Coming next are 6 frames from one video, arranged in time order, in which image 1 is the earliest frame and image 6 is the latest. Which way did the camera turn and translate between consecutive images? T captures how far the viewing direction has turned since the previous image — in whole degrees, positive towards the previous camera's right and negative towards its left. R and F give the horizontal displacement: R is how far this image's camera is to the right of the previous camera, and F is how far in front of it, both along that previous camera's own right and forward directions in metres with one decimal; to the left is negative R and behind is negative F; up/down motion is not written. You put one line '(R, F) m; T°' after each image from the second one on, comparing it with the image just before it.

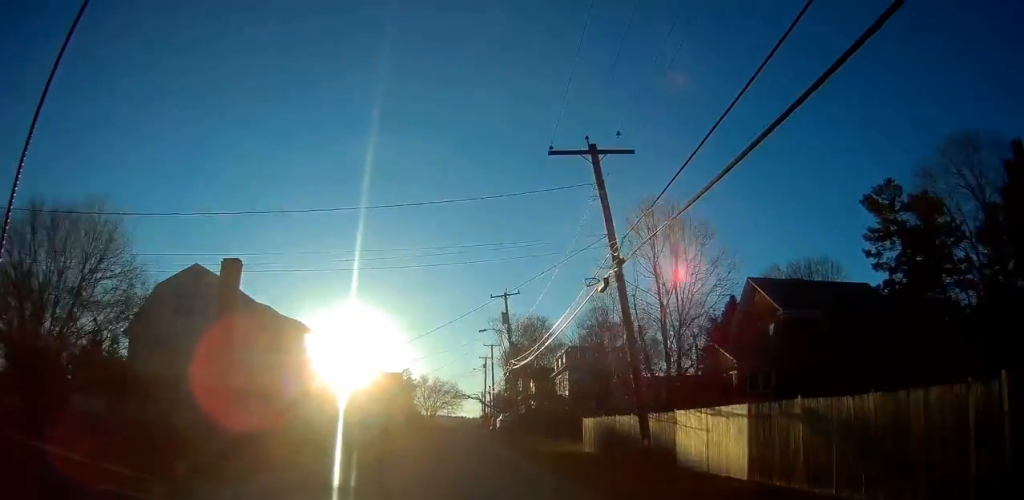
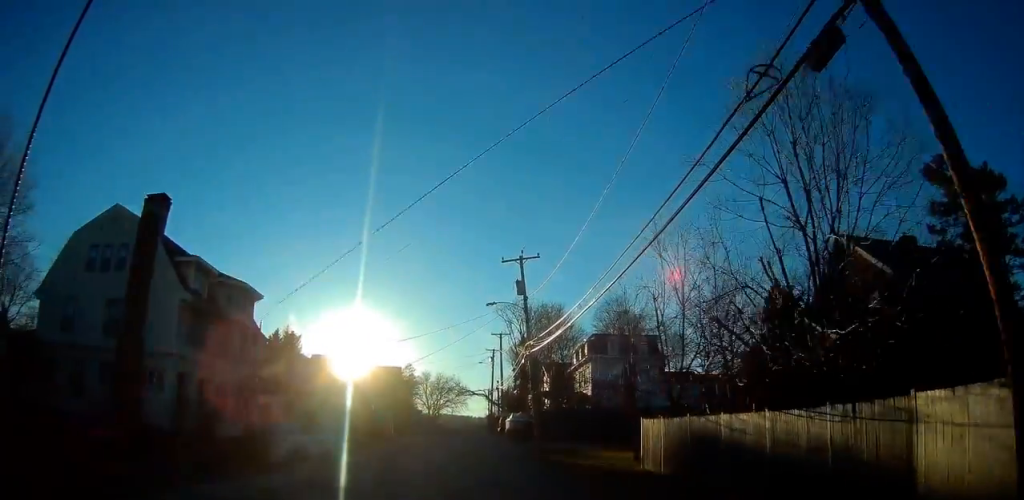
(0.0, +10.9) m; 0°
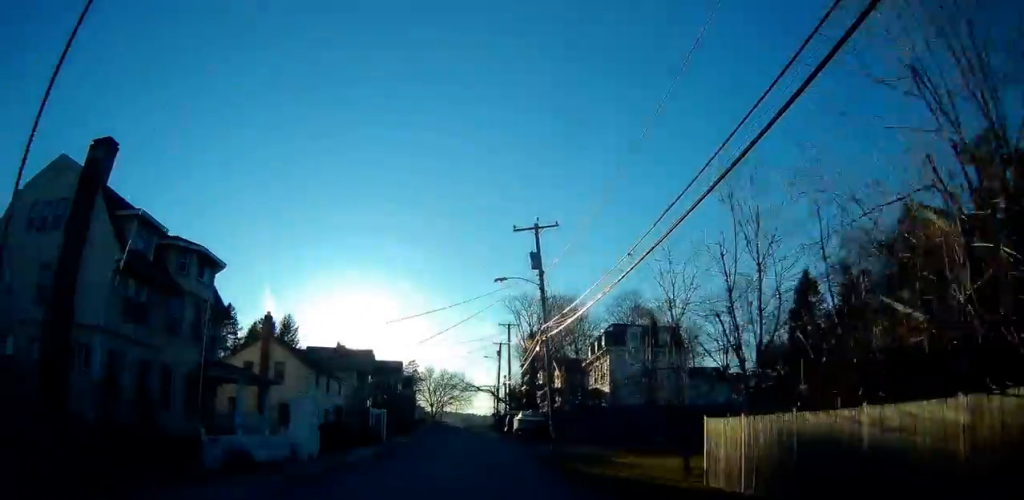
(0.0, +5.9) m; 0°
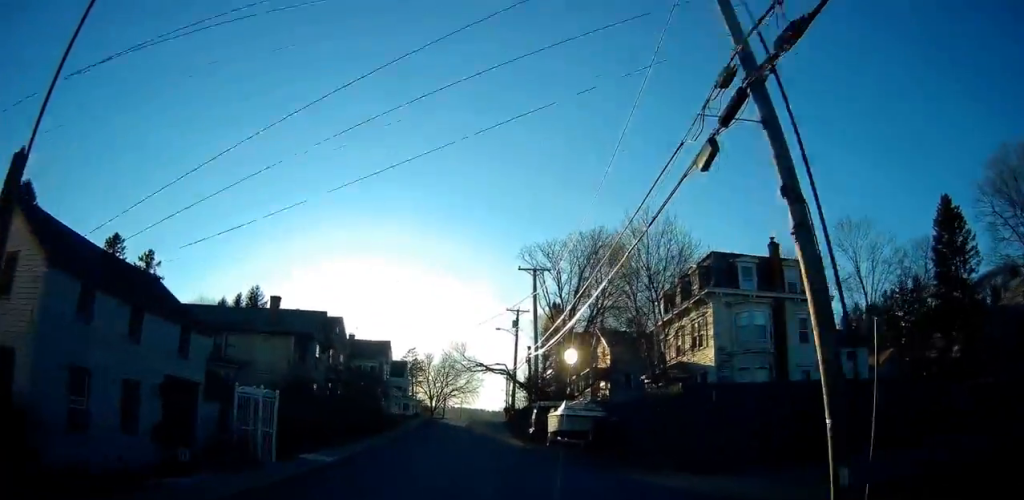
(+0.7, +23.0) m; +2°
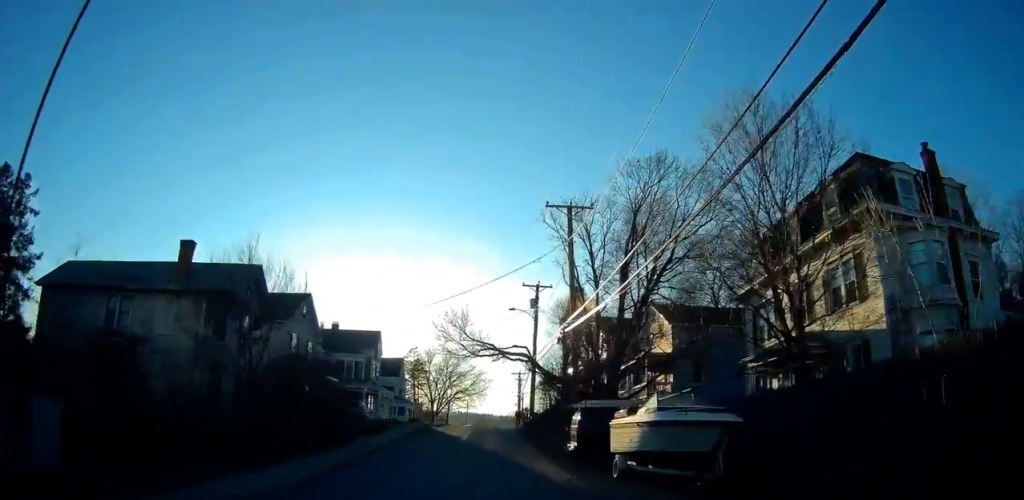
(-0.4, +14.2) m; -2°
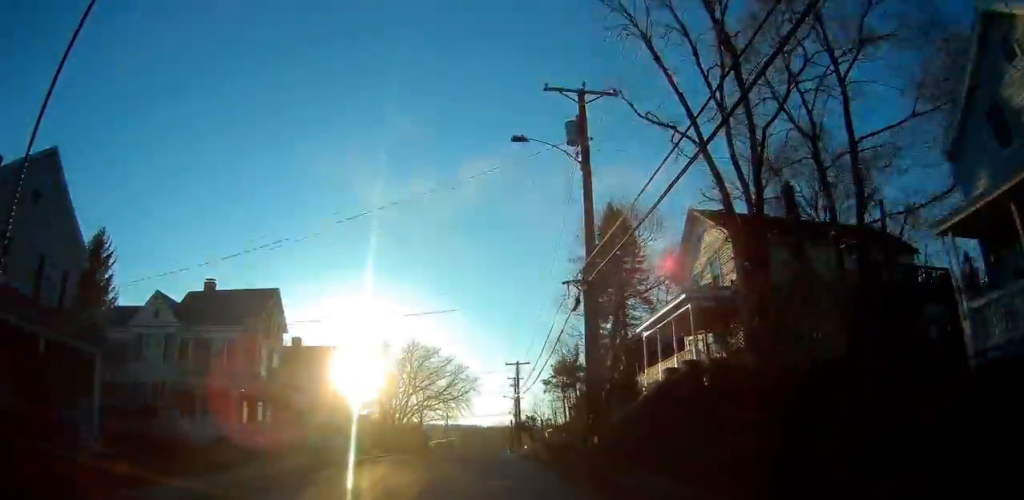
(-0.1, +31.1) m; +1°
